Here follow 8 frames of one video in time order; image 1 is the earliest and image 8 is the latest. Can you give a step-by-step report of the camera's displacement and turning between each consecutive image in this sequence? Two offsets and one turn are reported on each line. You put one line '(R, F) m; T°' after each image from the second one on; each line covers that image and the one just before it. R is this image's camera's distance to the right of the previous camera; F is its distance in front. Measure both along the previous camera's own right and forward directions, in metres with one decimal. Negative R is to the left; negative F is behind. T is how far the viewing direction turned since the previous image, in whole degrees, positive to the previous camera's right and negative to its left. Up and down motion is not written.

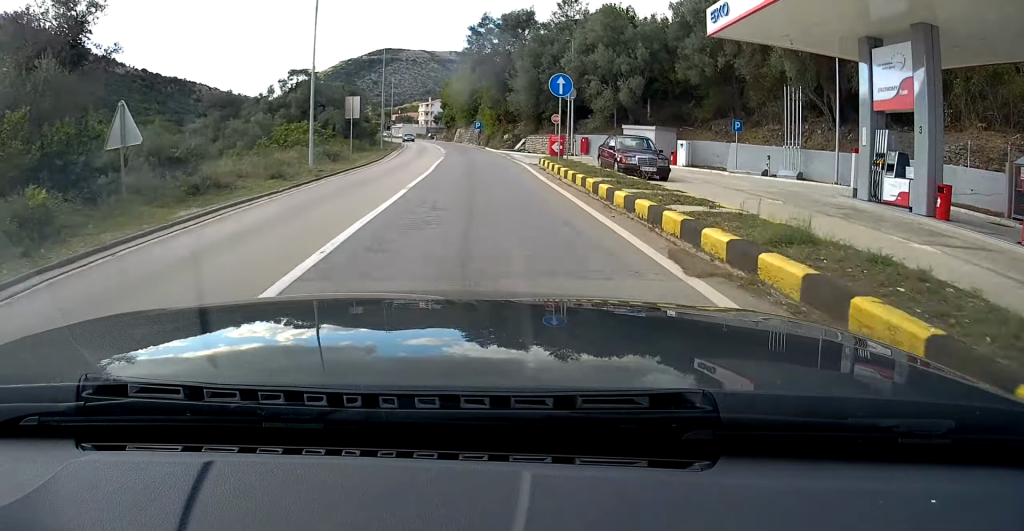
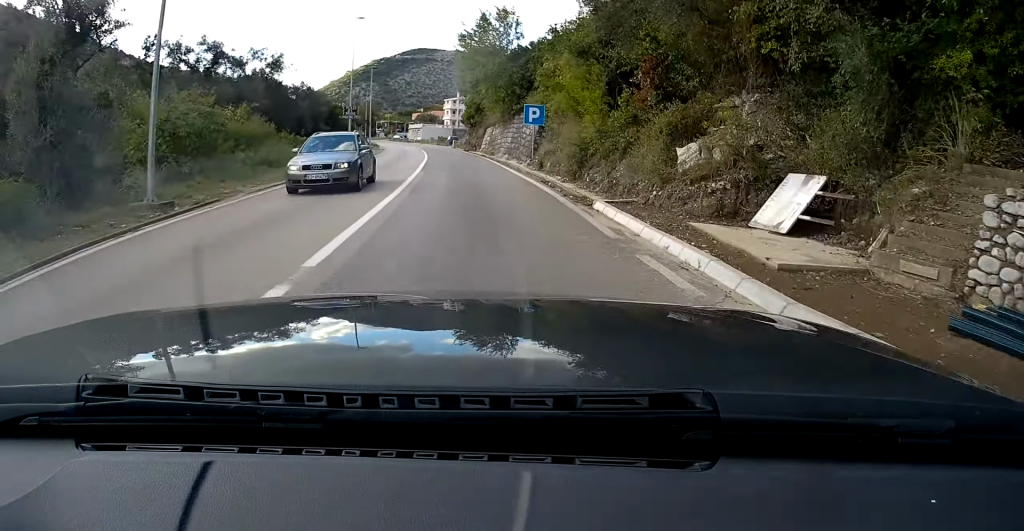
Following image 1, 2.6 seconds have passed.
(-1.0, +46.4) m; -3°
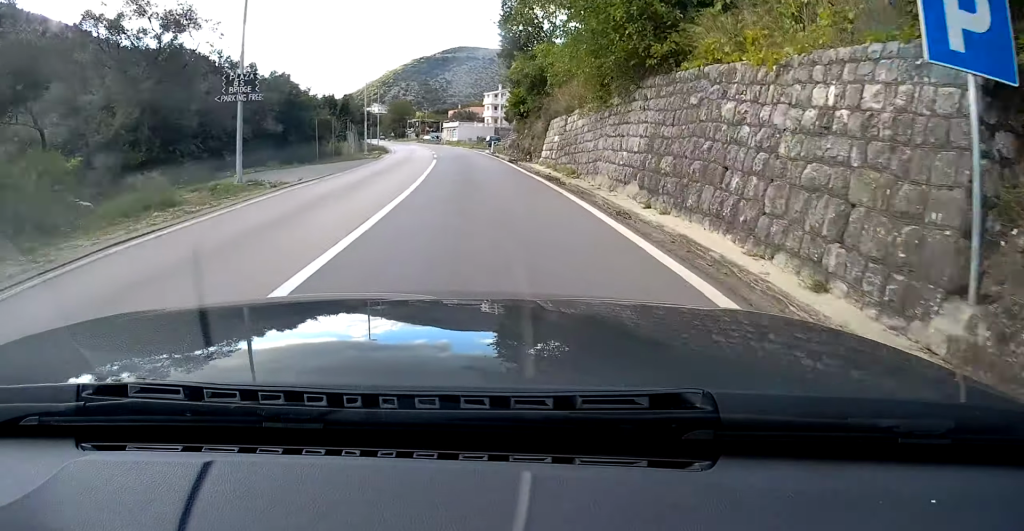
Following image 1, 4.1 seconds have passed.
(-0.4, +25.8) m; -3°
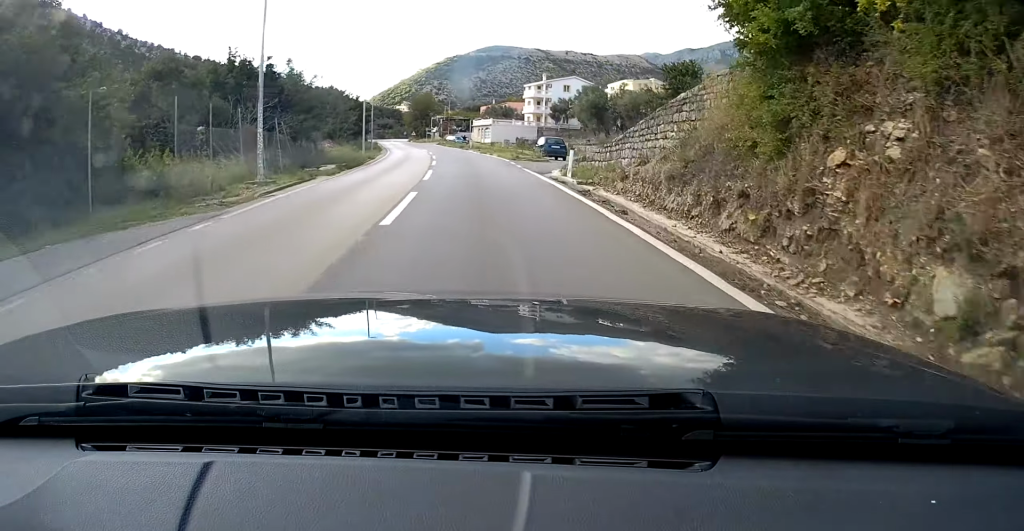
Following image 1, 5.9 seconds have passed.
(-1.2, +30.9) m; -3°
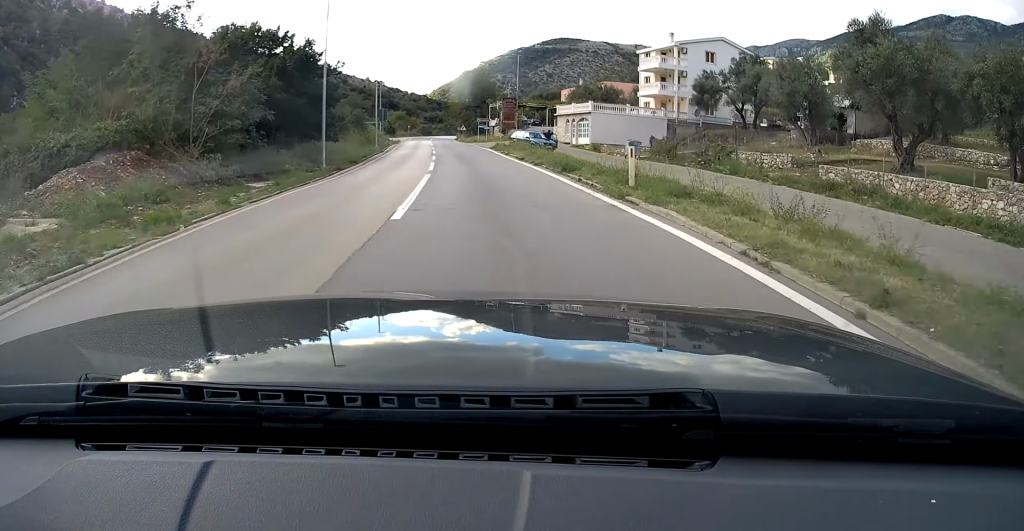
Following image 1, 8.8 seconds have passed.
(-2.5, +49.6) m; -6°
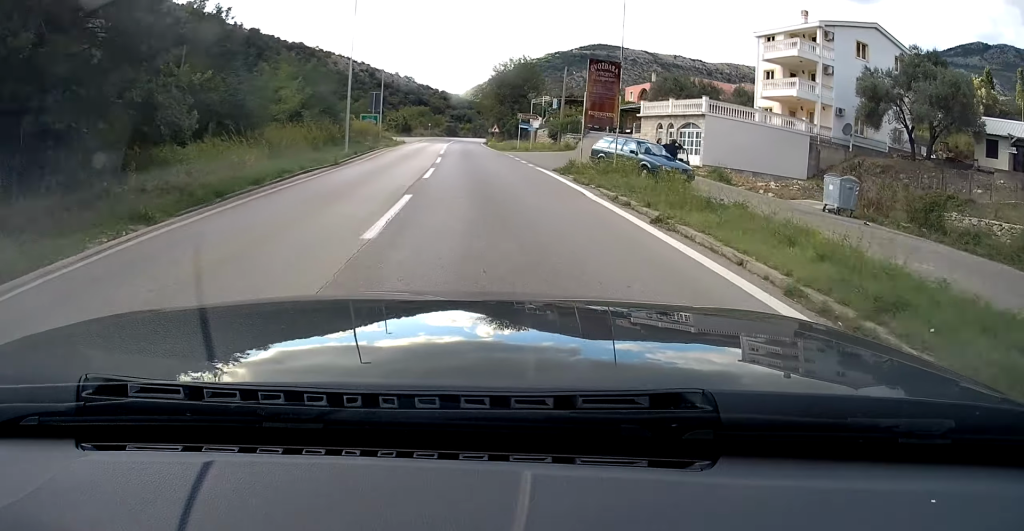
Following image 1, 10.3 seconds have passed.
(-0.6, +24.4) m; -2°
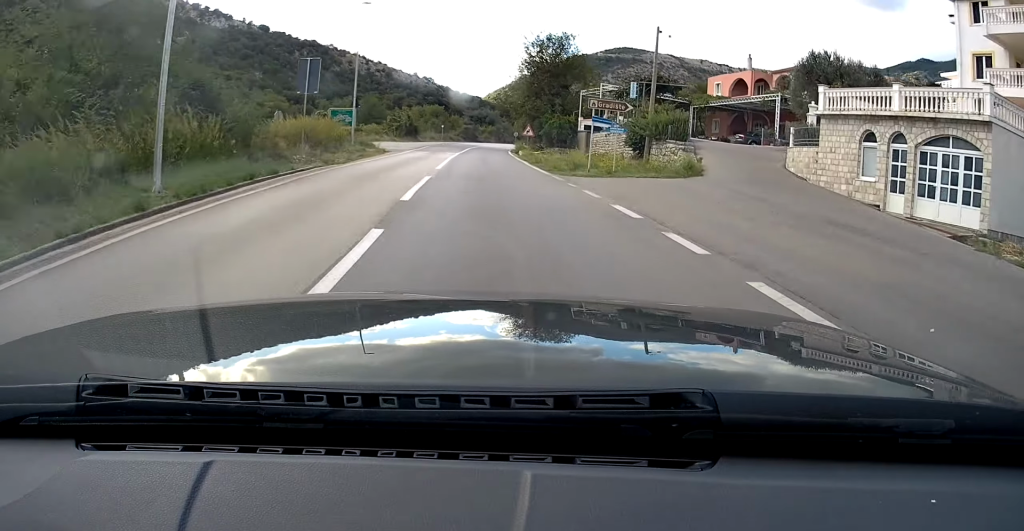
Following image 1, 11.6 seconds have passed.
(-0.3, +22.3) m; -1°
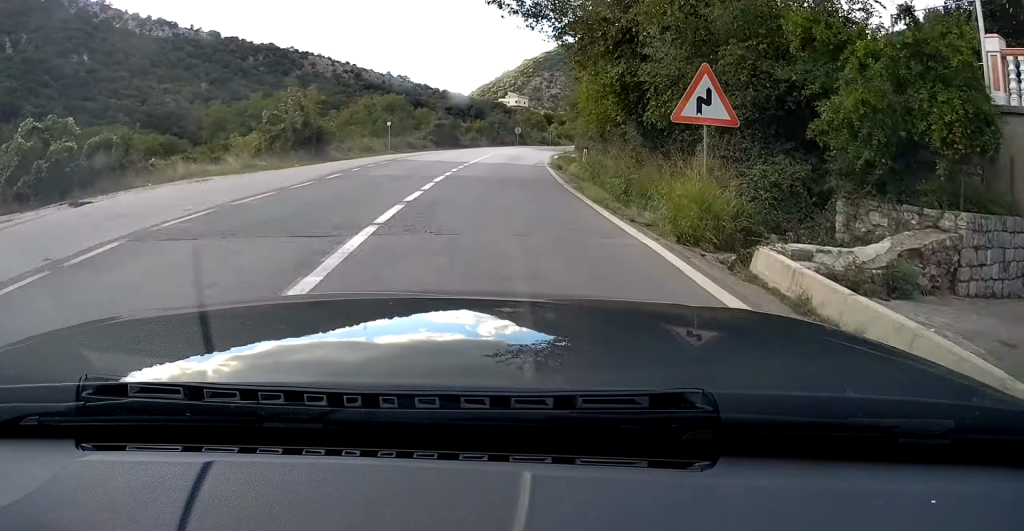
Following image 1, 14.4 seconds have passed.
(+0.2, +47.9) m; +2°
